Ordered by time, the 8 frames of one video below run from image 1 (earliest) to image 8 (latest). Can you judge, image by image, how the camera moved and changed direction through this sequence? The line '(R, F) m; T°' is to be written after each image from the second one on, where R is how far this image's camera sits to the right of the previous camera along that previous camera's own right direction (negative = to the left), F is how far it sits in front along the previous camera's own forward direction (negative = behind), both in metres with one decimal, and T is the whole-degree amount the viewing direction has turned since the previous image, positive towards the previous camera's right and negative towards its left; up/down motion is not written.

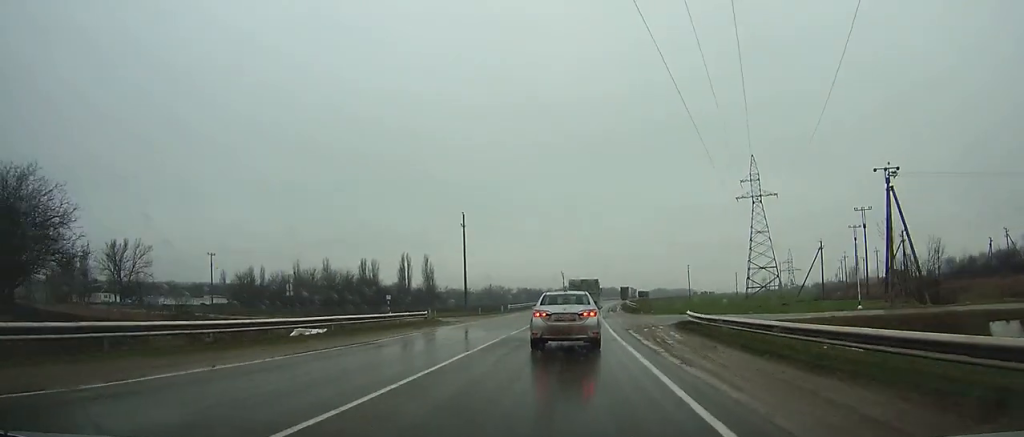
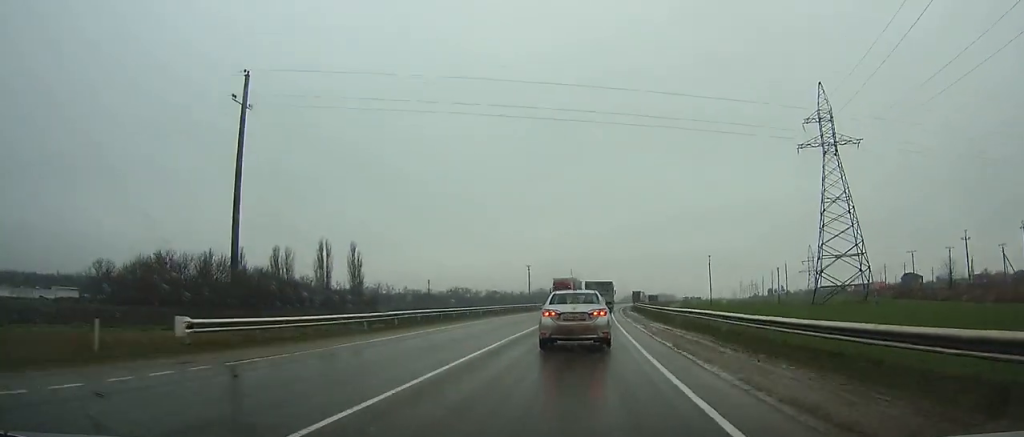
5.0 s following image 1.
(+1.4, +57.4) m; +3°
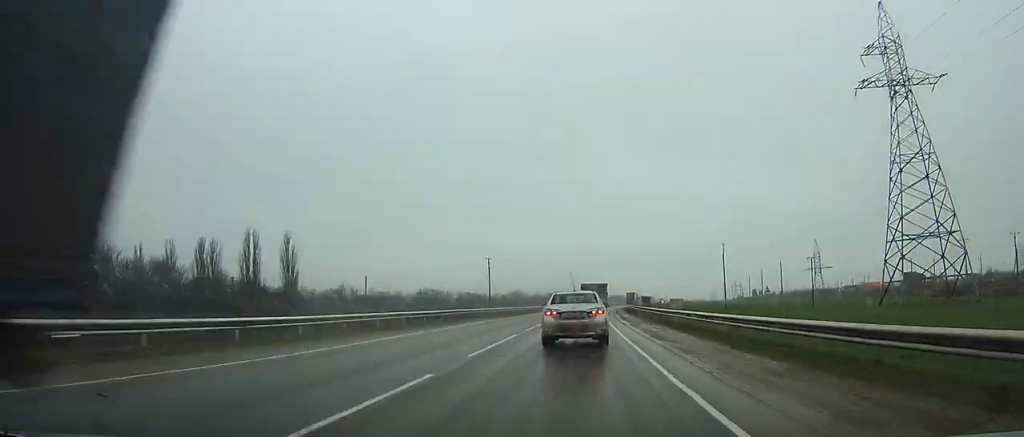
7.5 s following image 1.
(+0.5, +29.5) m; +2°
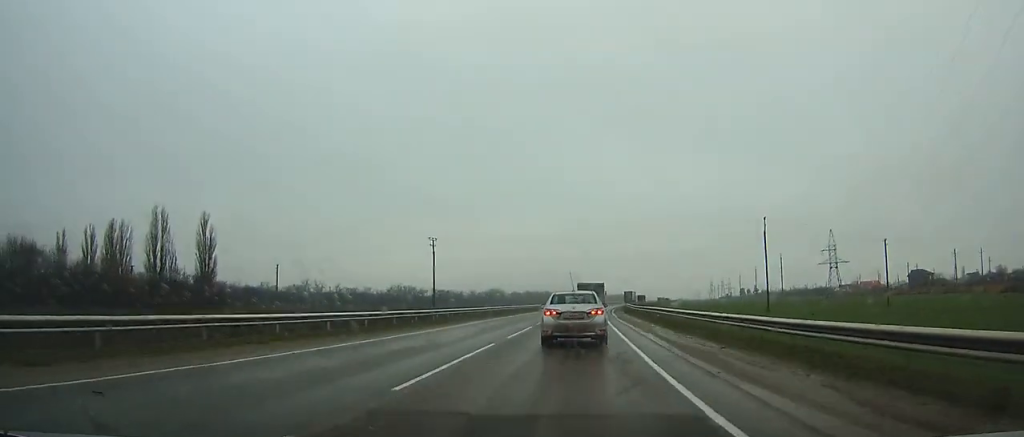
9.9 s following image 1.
(+0.4, +29.0) m; +2°
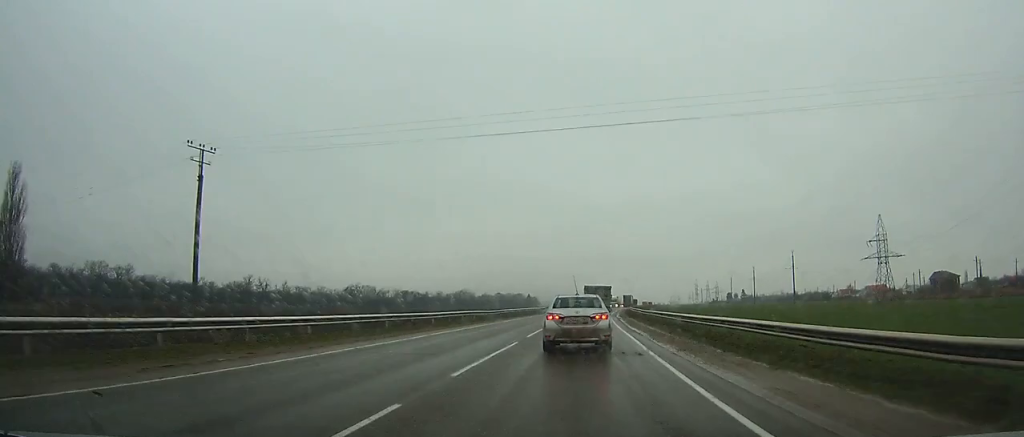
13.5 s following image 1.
(+1.0, +44.7) m; +3°
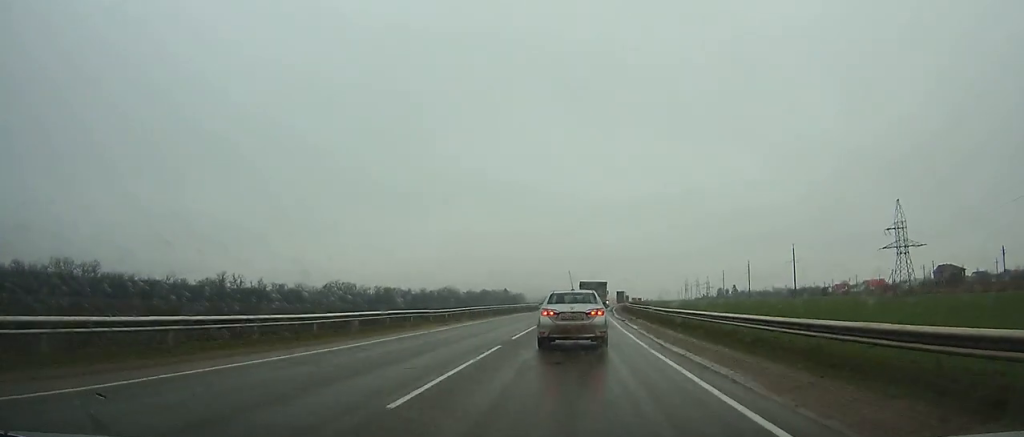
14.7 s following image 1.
(+0.2, +15.1) m; +1°
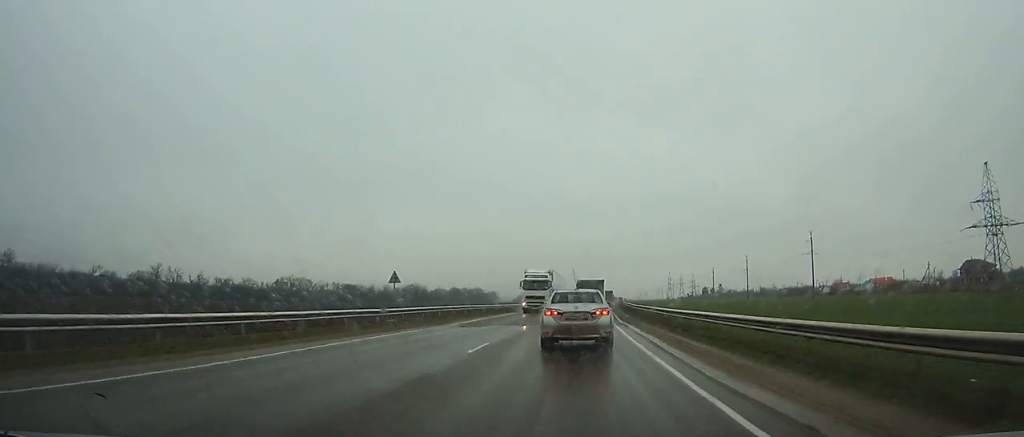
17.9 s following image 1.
(+1.0, +40.6) m; +2°
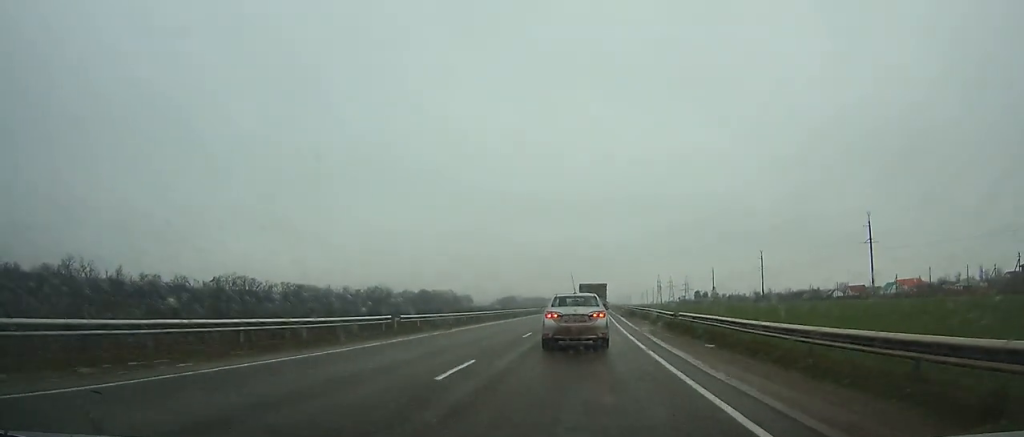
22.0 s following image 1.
(+1.1, +53.2) m; +2°
